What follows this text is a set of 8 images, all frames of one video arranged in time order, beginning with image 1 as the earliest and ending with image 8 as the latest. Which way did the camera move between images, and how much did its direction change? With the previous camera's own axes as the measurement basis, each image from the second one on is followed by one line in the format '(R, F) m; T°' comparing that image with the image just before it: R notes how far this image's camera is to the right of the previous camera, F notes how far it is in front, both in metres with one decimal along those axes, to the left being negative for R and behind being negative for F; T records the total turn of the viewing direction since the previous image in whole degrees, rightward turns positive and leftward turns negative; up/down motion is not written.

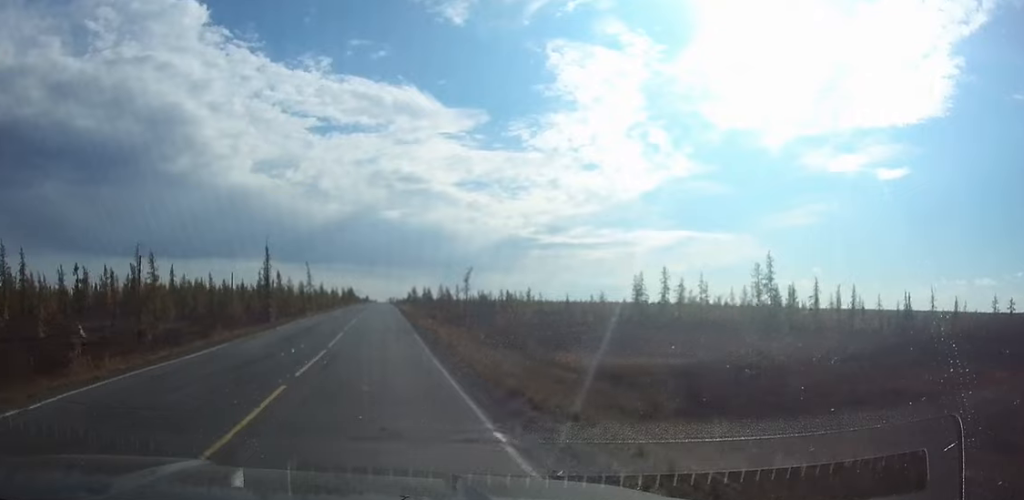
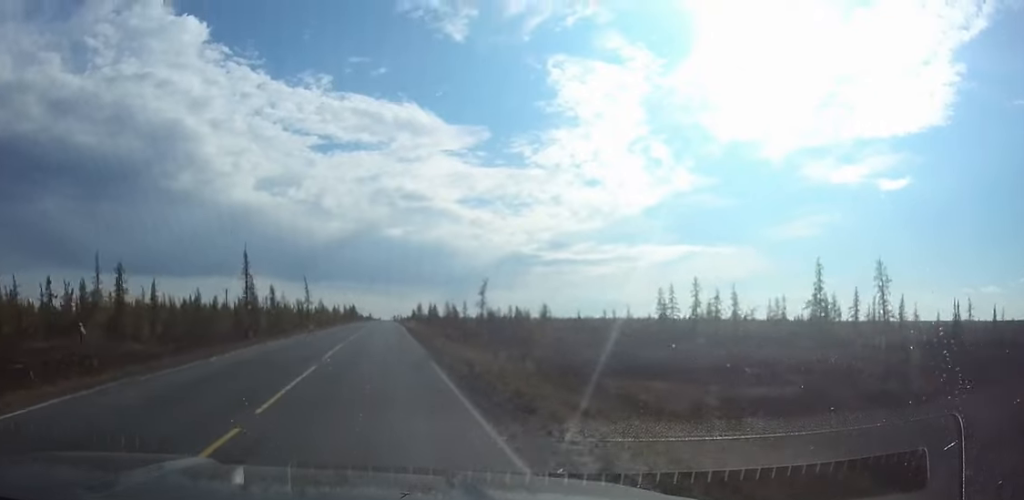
(0.0, +12.2) m; 0°
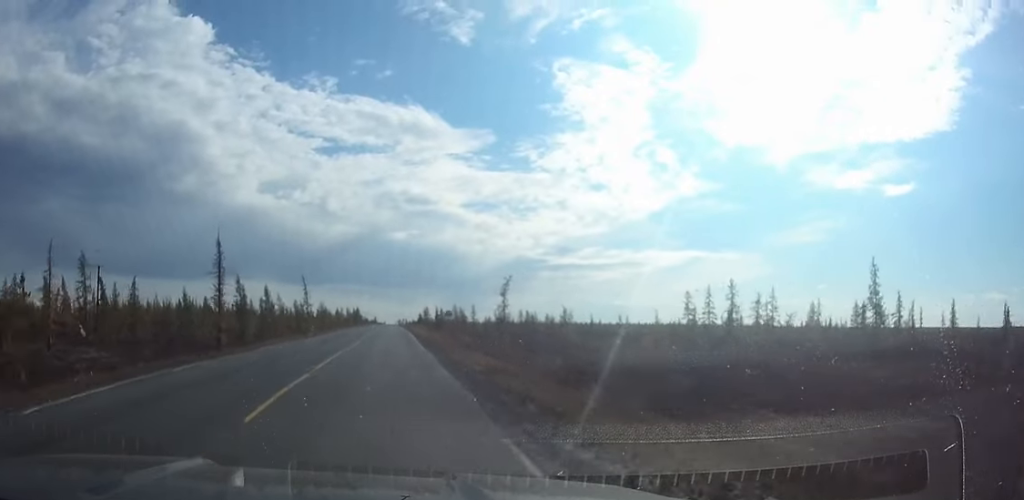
(0.0, +10.9) m; 0°
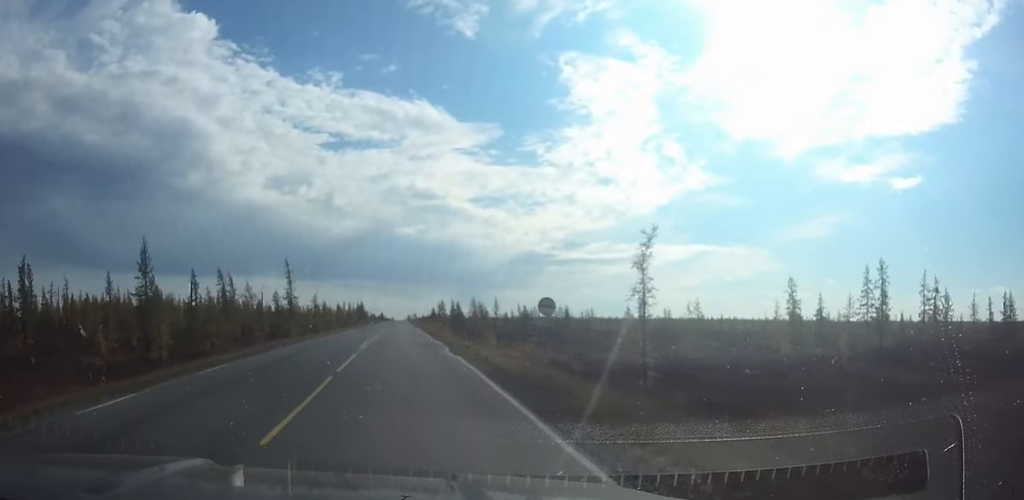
(-0.1, +35.8) m; 0°
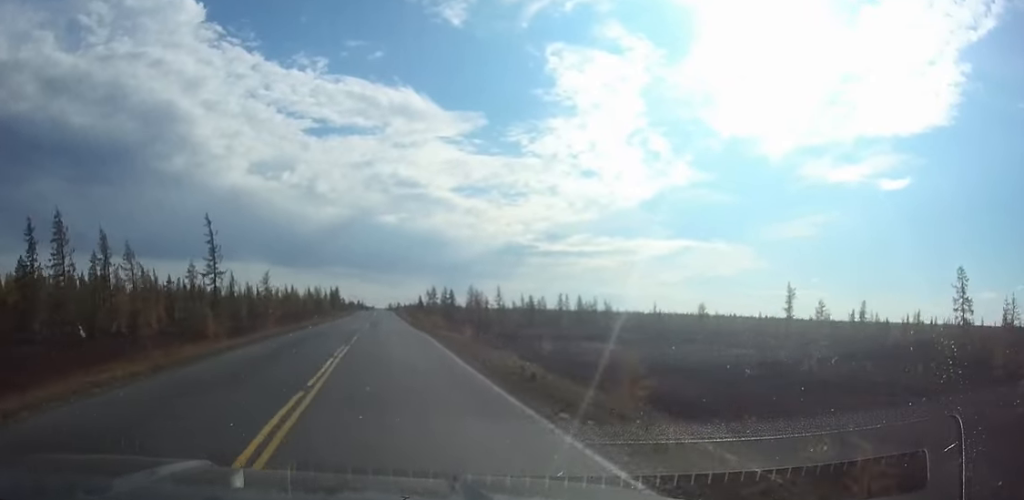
(+0.5, +38.2) m; +1°
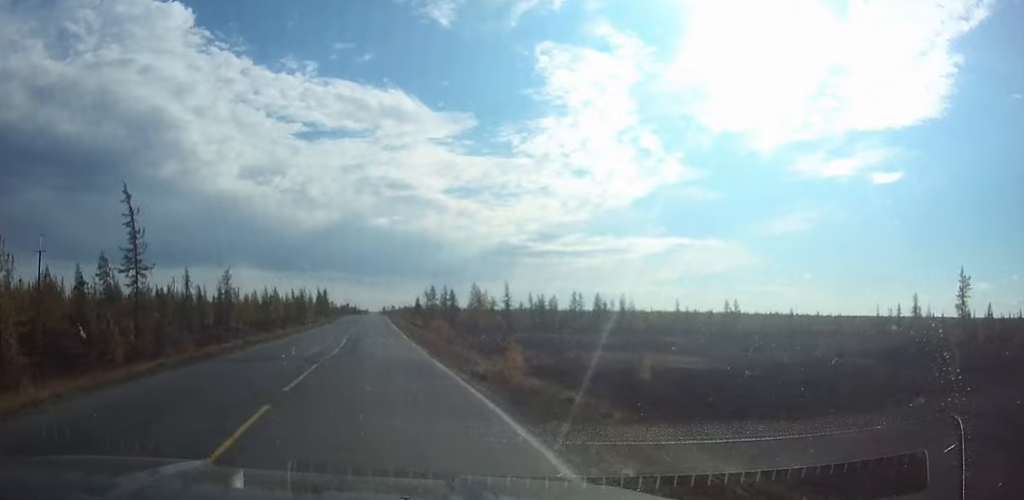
(+0.1, +21.2) m; 0°
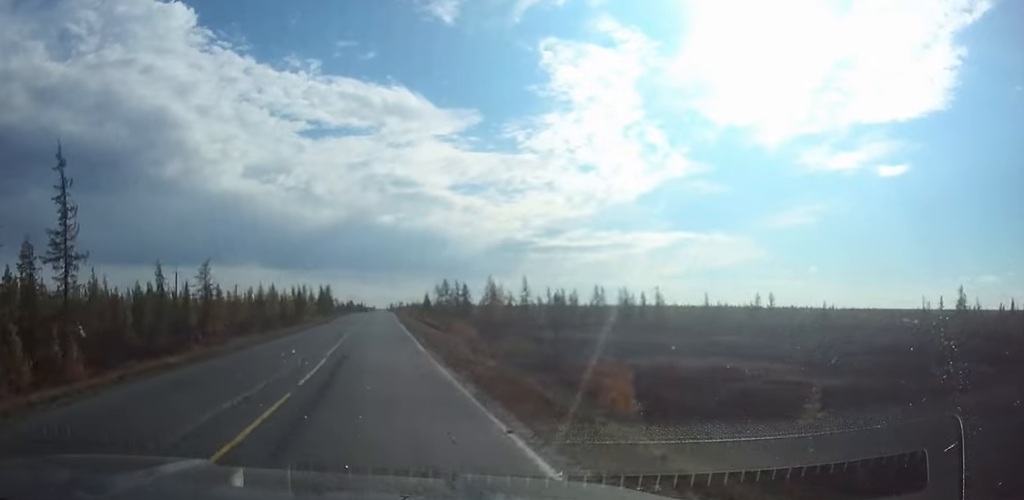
(-0.1, +13.0) m; -1°
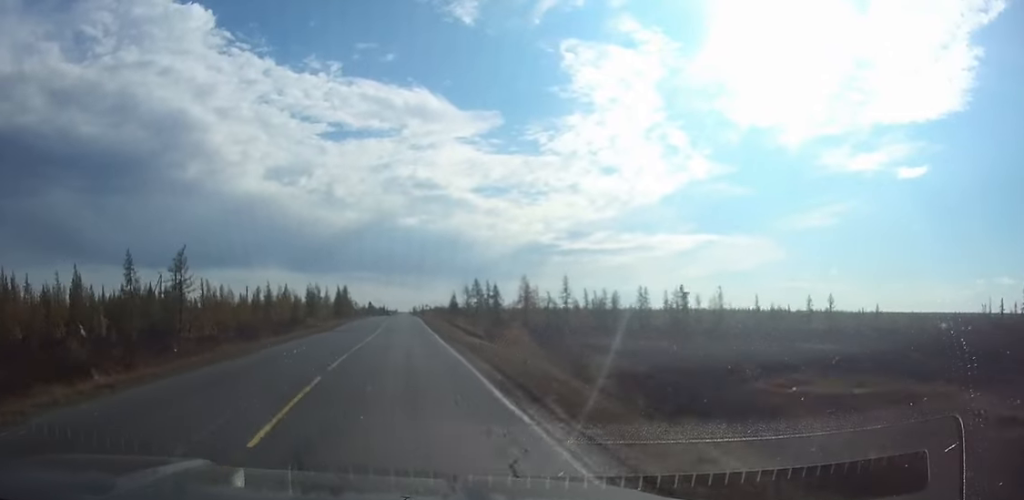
(-0.1, +14.7) m; 0°
